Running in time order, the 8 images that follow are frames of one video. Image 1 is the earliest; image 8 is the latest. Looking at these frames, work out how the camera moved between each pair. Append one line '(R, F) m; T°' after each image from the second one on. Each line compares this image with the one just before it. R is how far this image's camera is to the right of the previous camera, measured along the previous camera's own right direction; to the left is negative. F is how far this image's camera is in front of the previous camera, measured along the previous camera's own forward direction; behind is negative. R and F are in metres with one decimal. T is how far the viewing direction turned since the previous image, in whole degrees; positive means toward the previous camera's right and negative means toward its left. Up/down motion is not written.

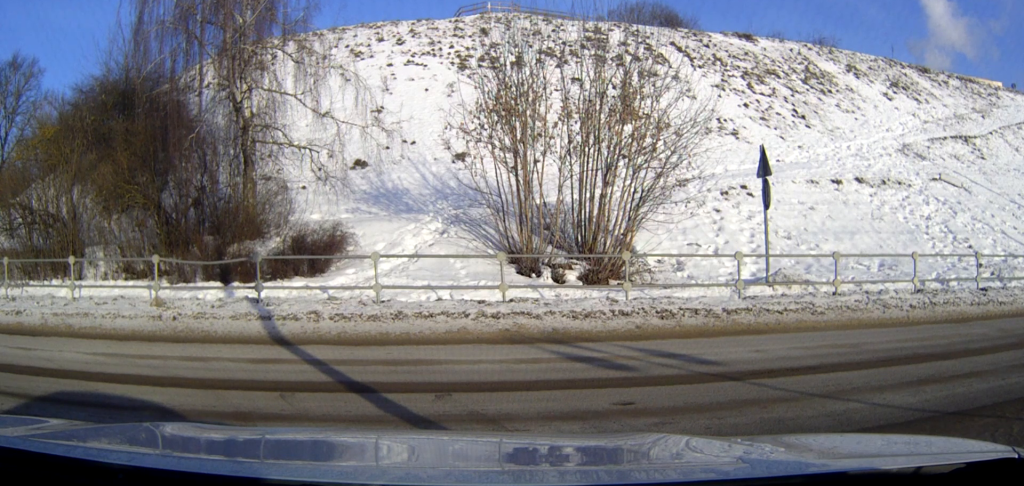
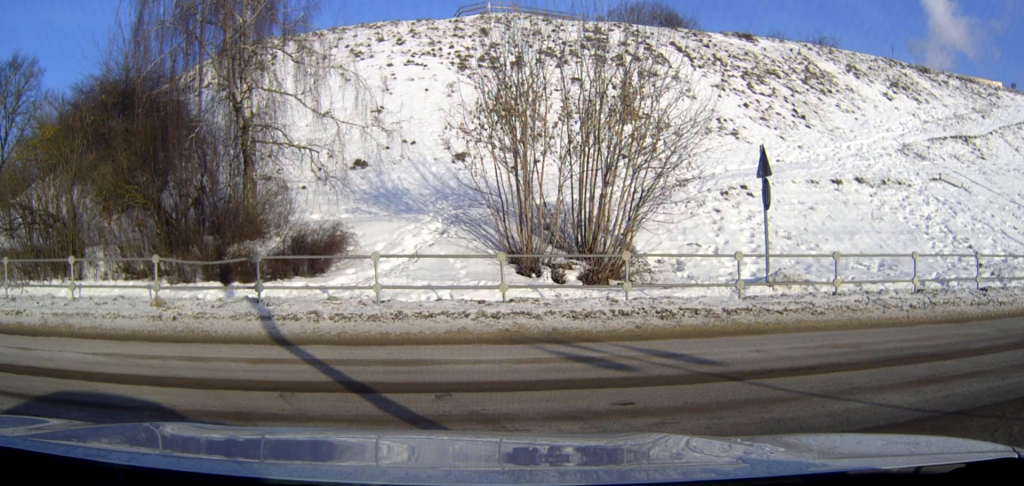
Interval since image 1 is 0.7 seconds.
(0.0, 0.0) m; 0°
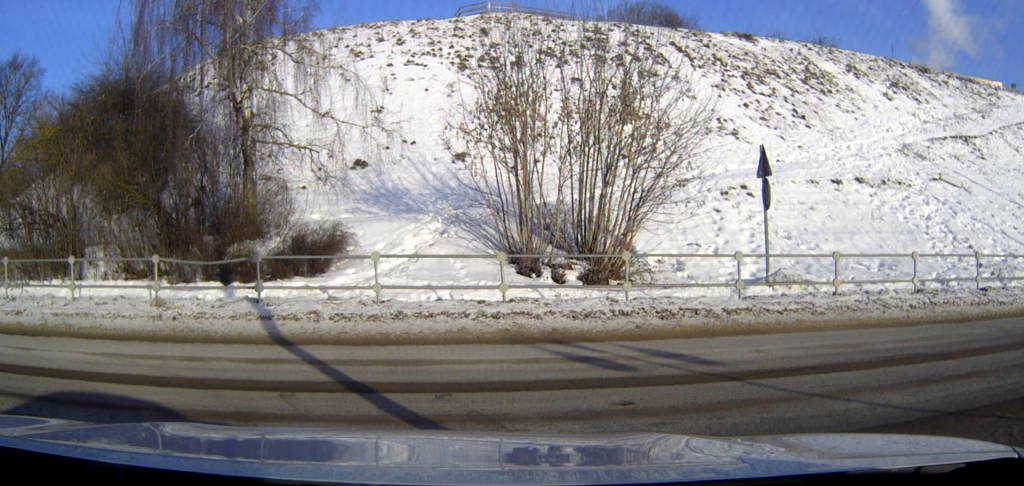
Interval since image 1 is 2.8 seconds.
(0.0, 0.0) m; 0°
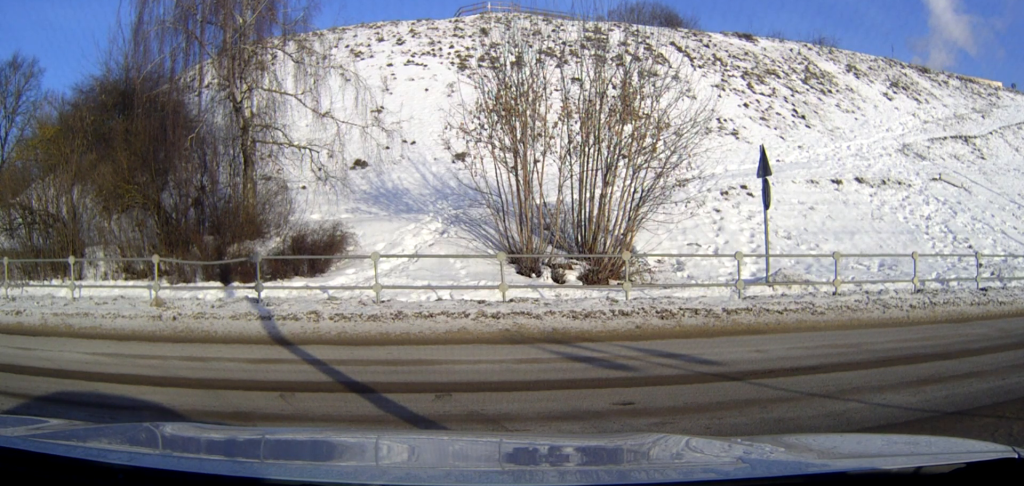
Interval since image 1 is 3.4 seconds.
(0.0, 0.0) m; 0°
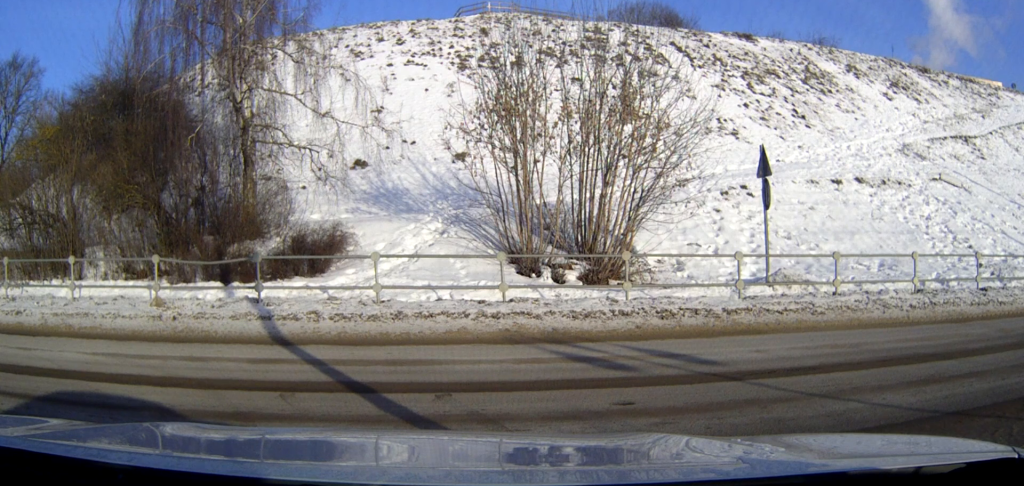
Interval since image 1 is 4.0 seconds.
(0.0, 0.0) m; 0°
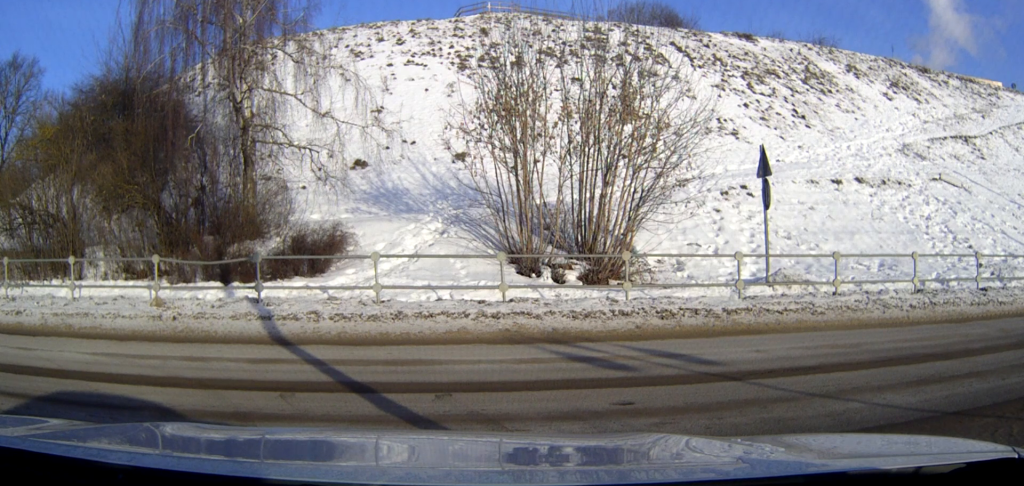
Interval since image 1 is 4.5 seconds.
(0.0, 0.0) m; 0°
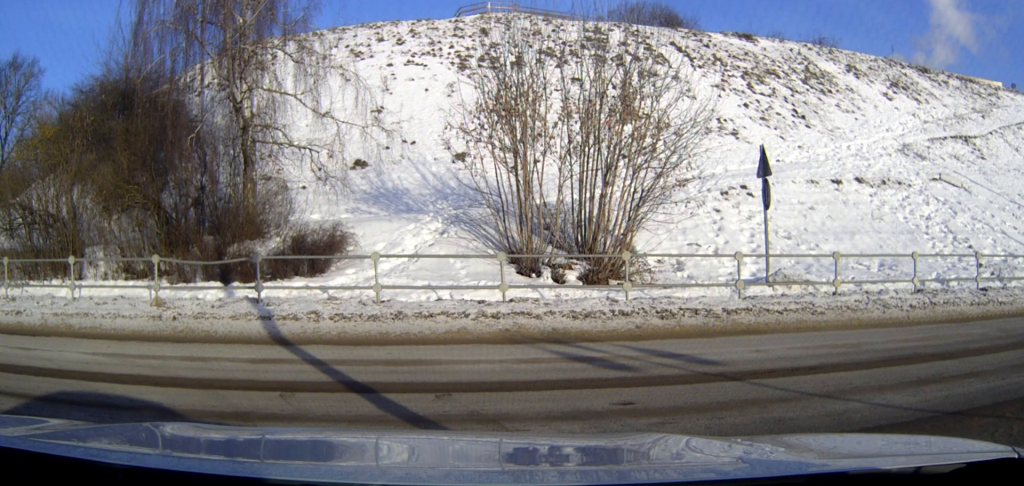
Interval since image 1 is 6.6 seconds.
(0.0, 0.0) m; 0°
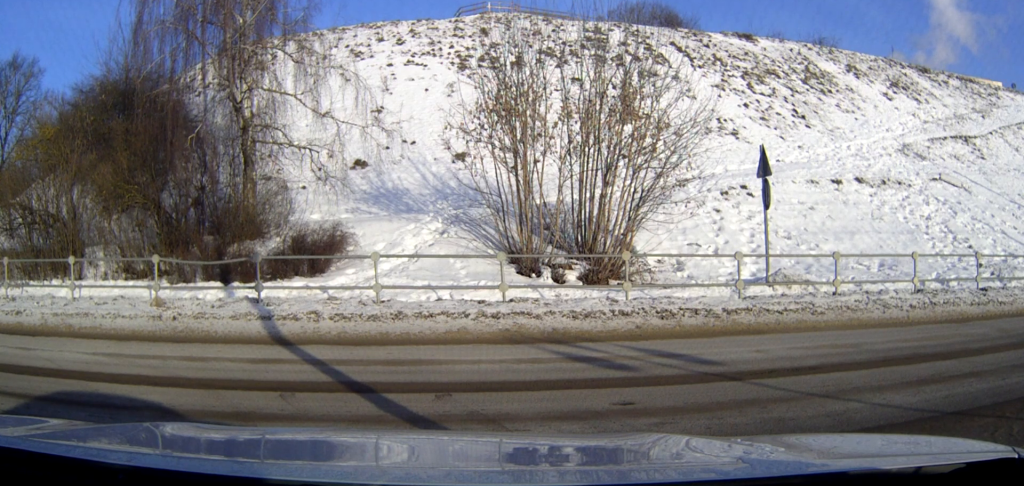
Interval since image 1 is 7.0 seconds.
(0.0, 0.0) m; 0°
